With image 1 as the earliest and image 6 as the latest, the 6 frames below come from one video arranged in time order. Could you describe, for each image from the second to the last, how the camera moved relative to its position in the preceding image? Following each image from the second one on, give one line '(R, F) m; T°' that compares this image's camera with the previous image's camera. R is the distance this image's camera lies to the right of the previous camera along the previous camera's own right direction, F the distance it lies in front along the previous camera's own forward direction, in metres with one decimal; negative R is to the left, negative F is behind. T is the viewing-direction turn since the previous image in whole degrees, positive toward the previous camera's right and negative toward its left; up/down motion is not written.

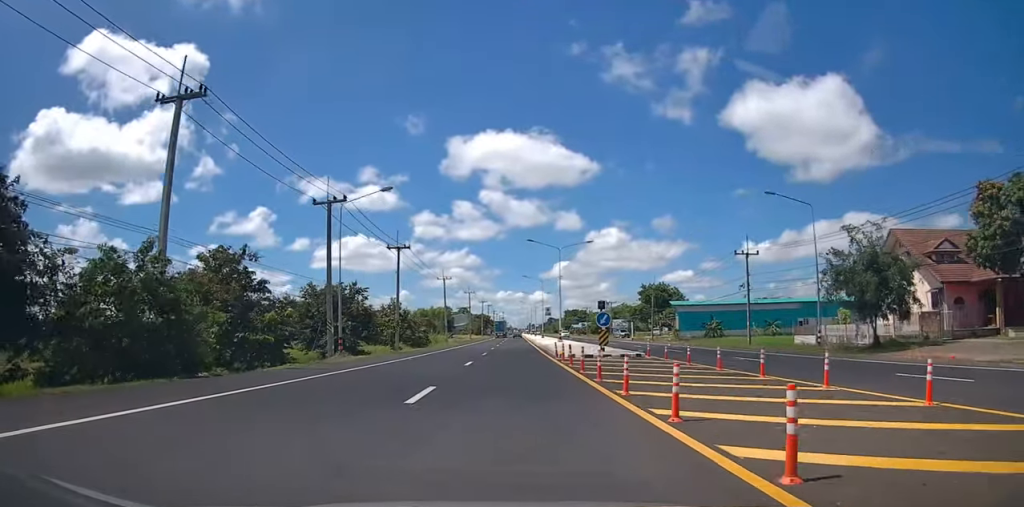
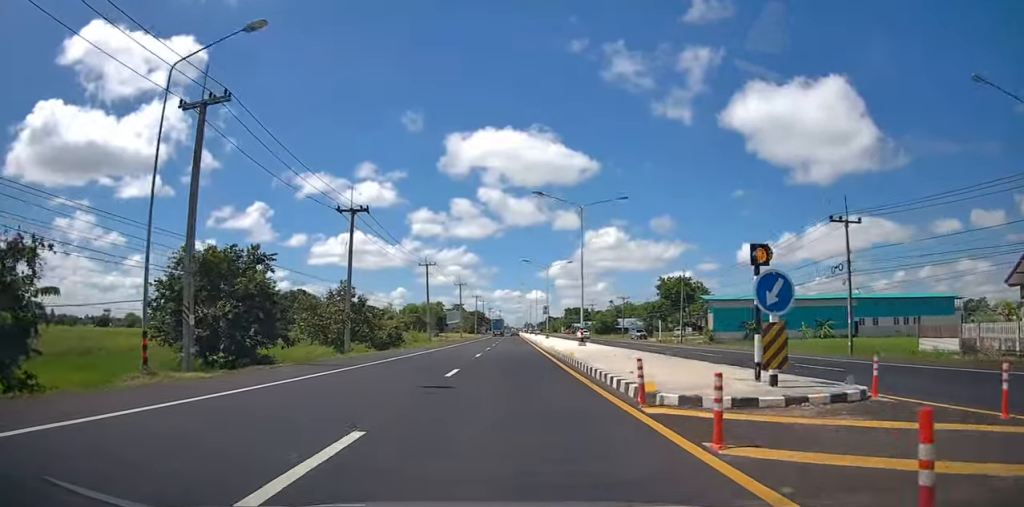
(0.0, +17.8) m; 0°
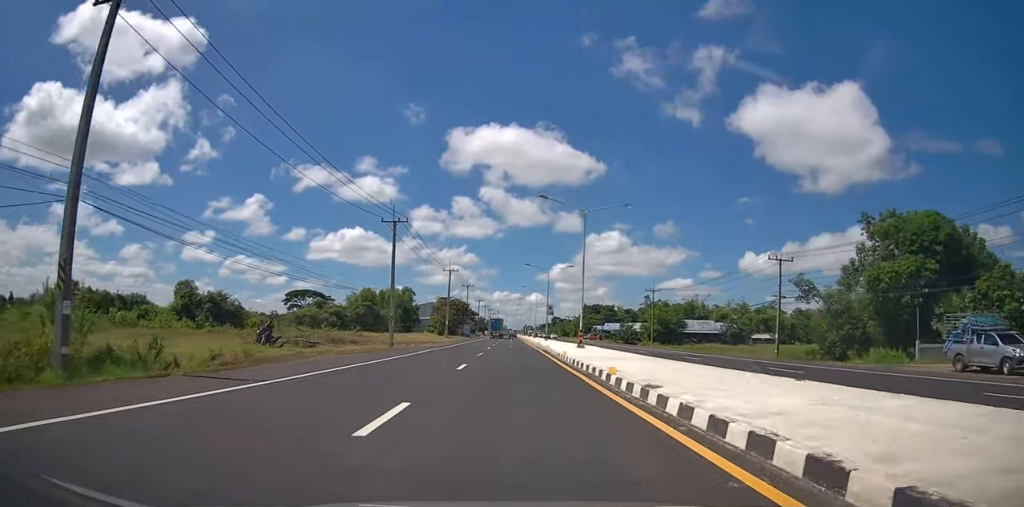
(+1.3, +68.6) m; +1°
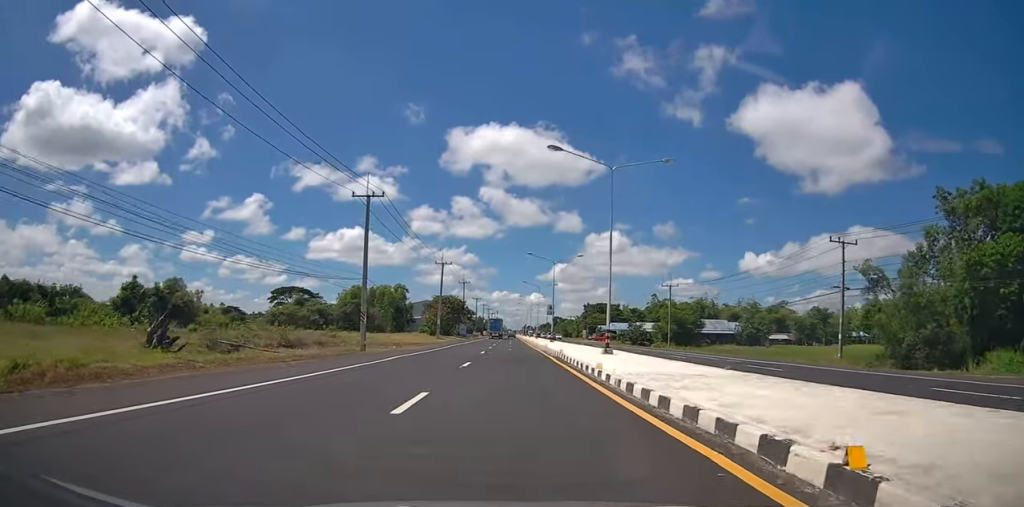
(0.0, +10.0) m; 0°
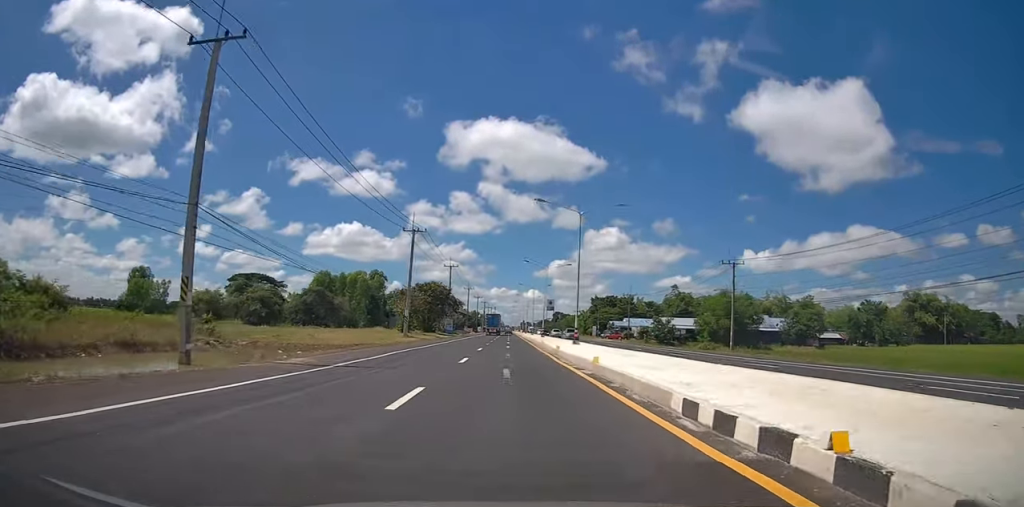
(-0.1, +23.8) m; 0°
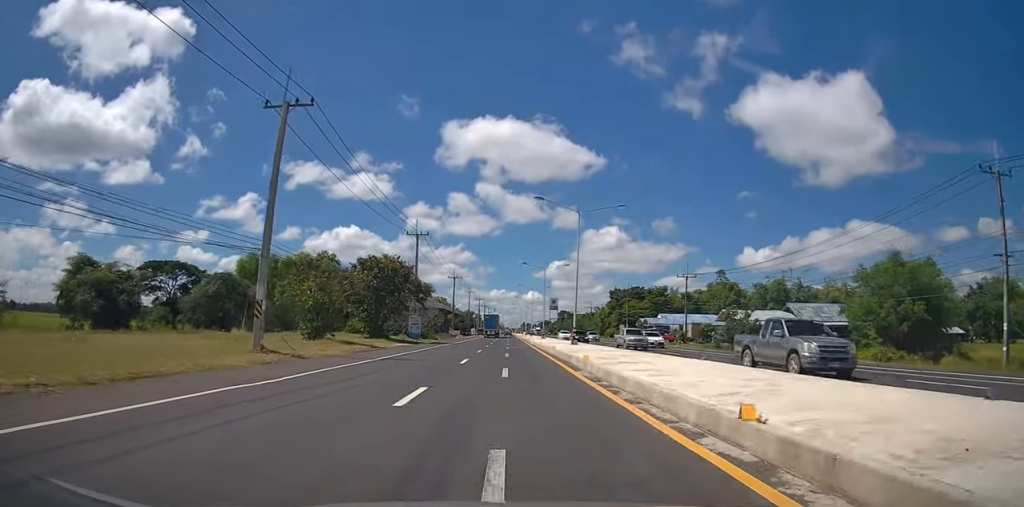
(+0.1, +34.6) m; 0°
